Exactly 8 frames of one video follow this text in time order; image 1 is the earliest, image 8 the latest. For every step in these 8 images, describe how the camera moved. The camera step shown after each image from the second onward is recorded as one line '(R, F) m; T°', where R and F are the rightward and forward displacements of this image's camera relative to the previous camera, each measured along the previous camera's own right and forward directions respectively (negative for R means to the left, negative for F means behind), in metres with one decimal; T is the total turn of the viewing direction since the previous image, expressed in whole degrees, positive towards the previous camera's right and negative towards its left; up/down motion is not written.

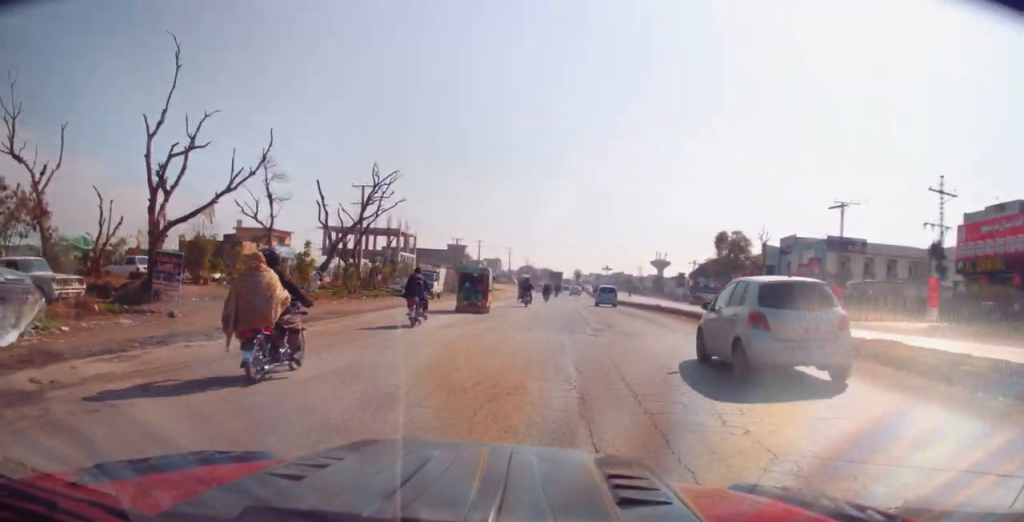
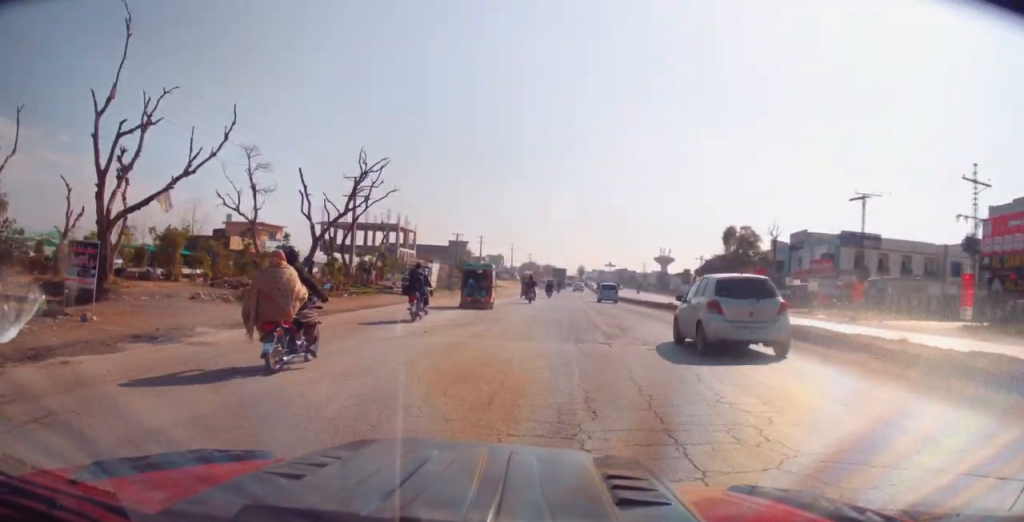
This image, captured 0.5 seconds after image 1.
(0.0, +3.5) m; 0°
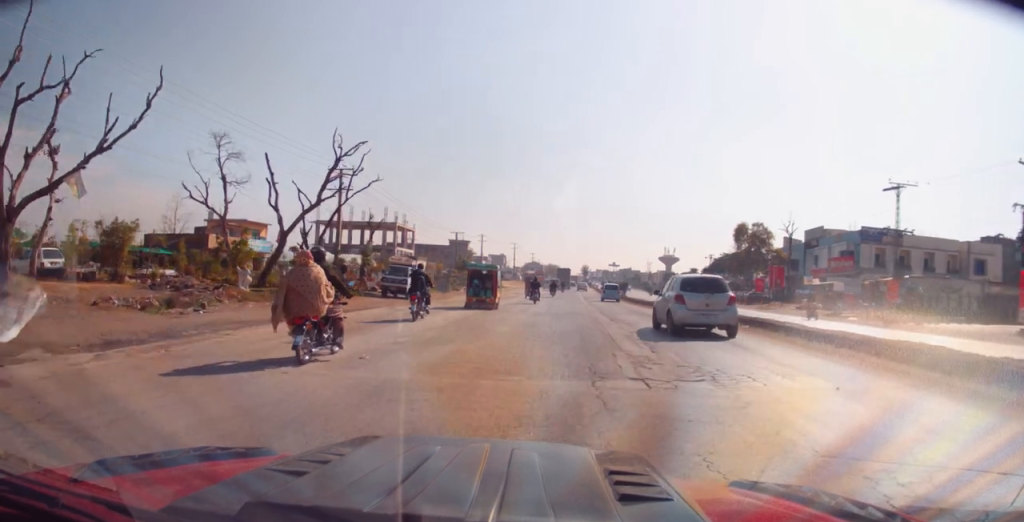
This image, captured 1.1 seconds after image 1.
(0.0, +4.7) m; 0°
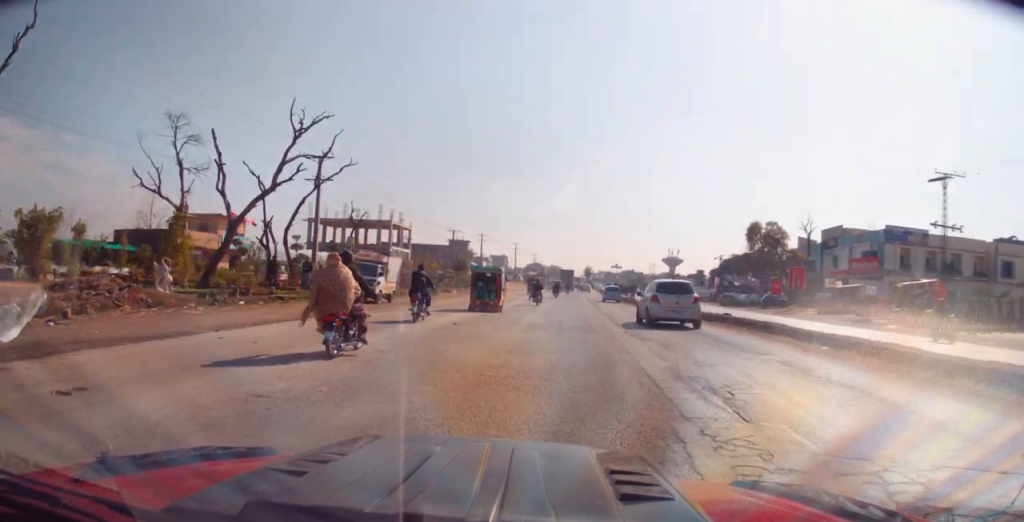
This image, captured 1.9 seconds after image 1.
(0.0, +5.6) m; 0°
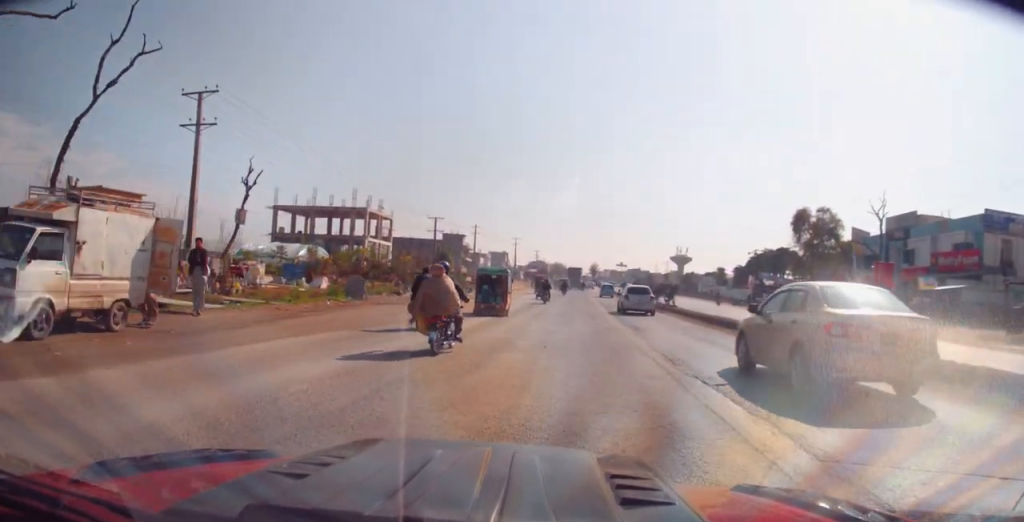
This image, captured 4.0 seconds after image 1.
(-0.4, +17.6) m; 0°
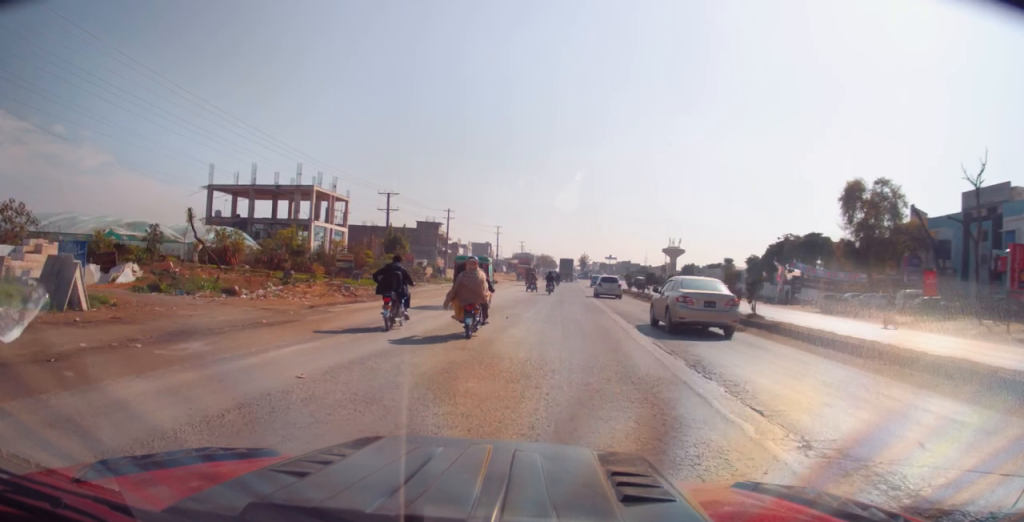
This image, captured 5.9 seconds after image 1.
(0.0, +17.7) m; -1°
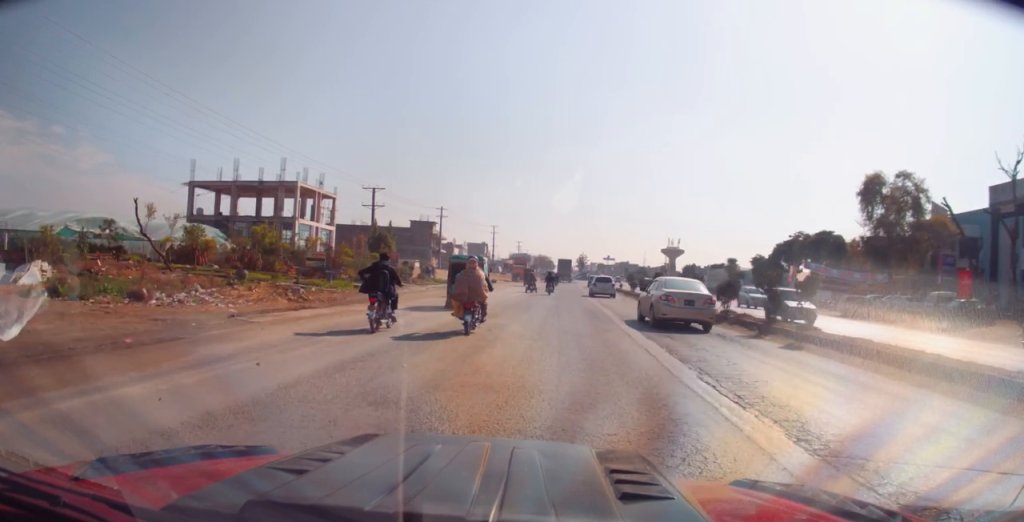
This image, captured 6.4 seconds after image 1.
(0.0, +4.9) m; +1°
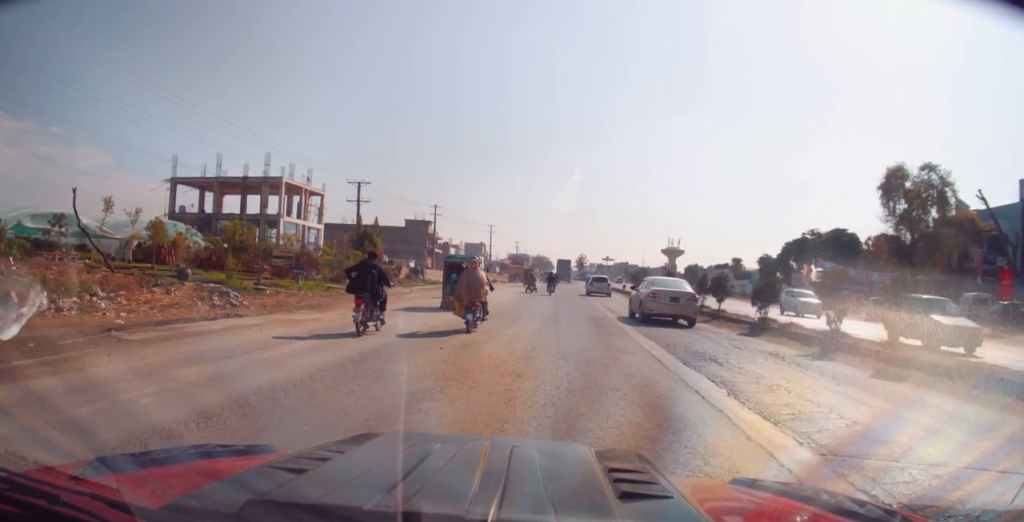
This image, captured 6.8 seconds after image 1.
(+0.1, +4.3) m; +1°
